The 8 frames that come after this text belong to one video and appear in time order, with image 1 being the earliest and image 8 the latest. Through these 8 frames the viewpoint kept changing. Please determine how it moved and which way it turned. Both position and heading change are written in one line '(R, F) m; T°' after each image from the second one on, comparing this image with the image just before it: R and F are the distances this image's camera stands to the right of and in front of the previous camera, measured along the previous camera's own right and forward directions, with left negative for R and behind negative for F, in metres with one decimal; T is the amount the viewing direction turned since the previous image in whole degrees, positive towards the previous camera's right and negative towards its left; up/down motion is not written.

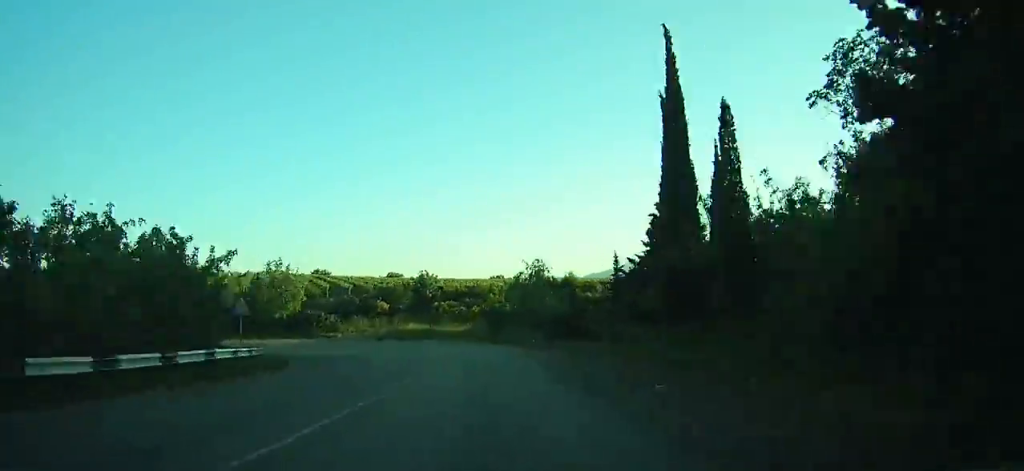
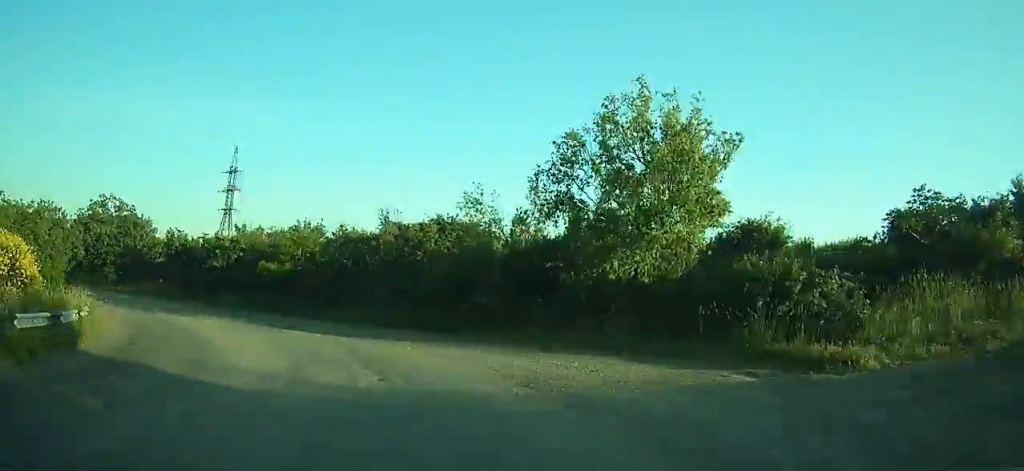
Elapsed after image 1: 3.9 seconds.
(-8.9, +38.1) m; -46°
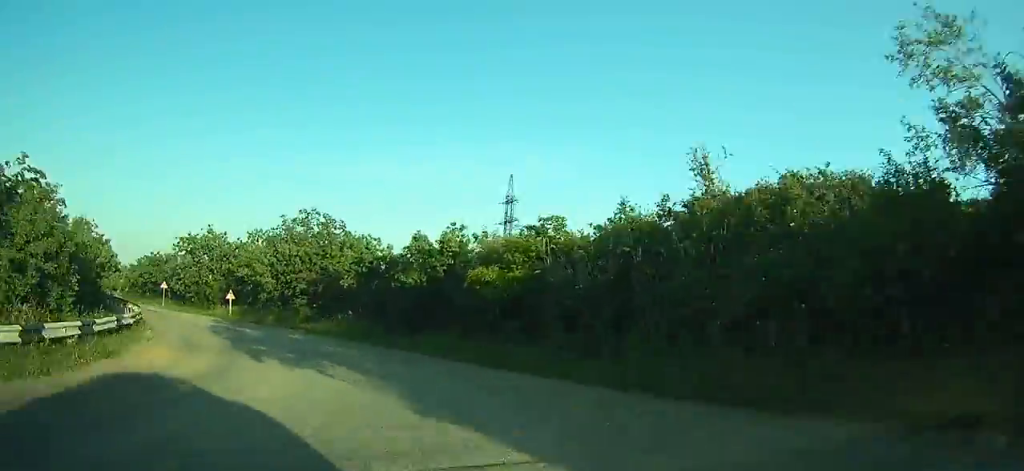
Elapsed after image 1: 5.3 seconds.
(-4.8, +15.3) m; -23°
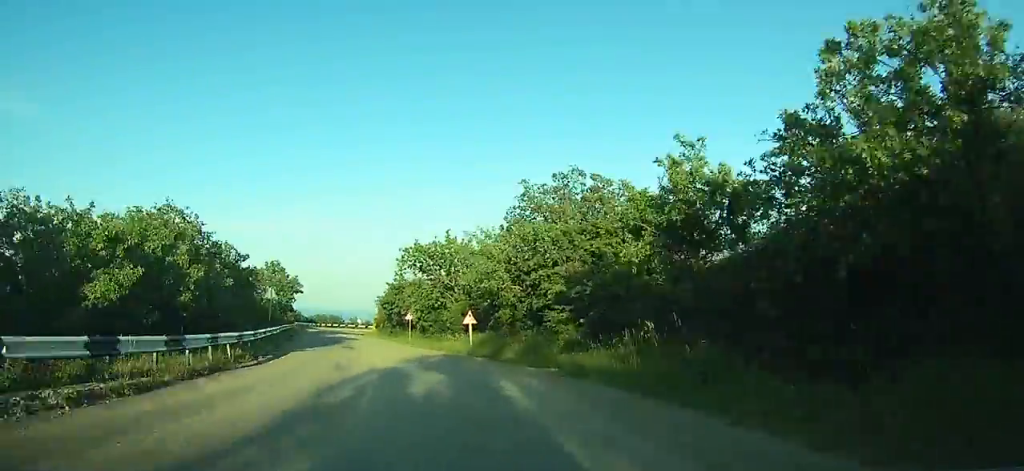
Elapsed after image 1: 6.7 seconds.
(-2.3, +14.7) m; -19°
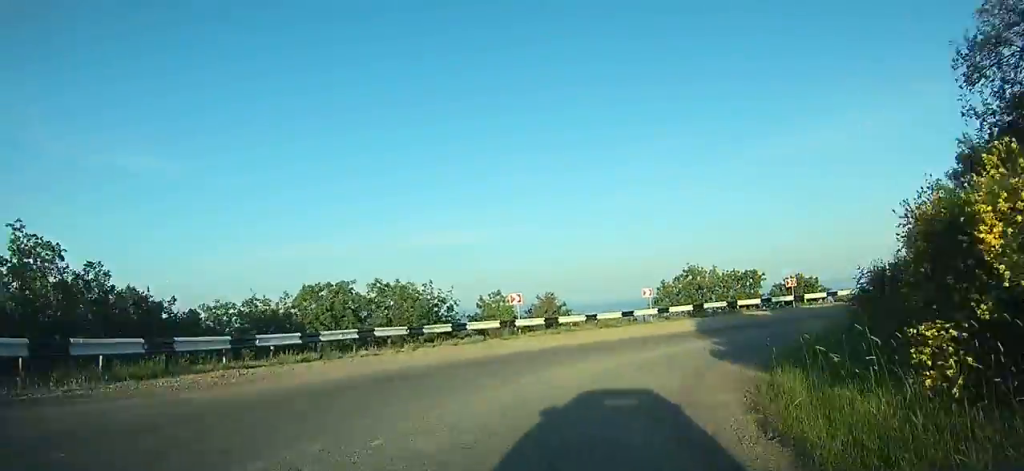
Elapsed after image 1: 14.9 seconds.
(-37.6, +84.4) m; -9°
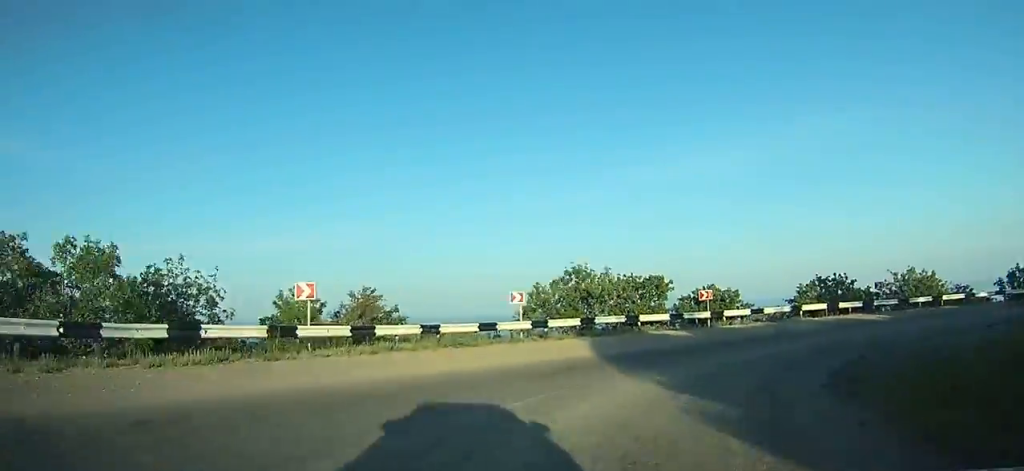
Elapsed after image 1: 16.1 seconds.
(+2.7, +13.0) m; +17°
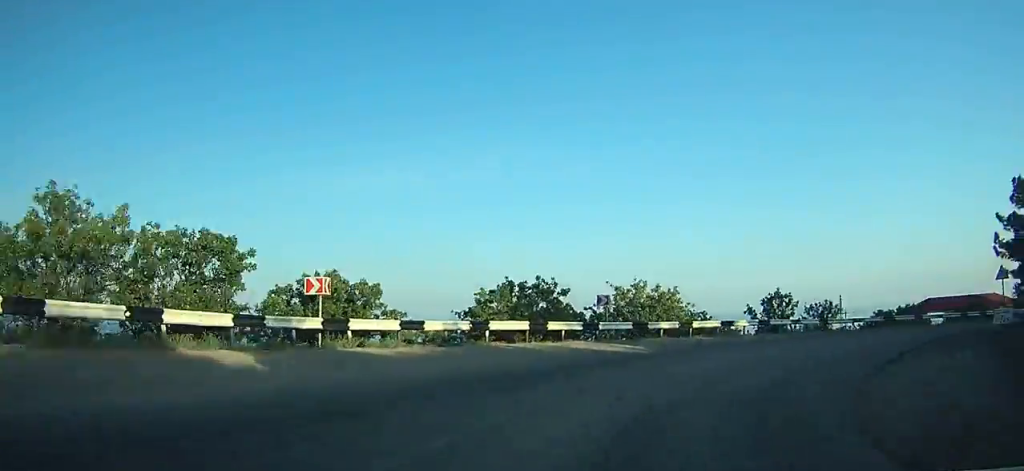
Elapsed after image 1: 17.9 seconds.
(+0.9, +20.7) m; +30°
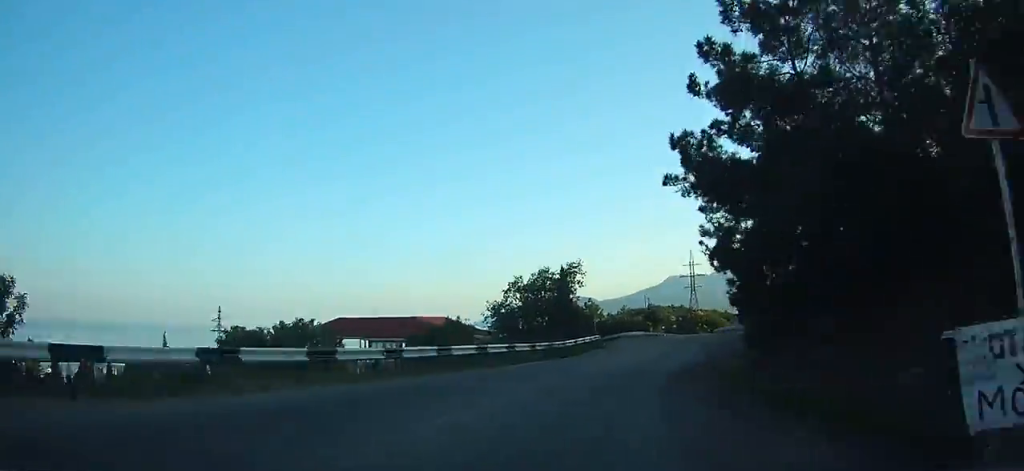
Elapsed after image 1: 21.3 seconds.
(+20.9, +38.3) m; +34°
